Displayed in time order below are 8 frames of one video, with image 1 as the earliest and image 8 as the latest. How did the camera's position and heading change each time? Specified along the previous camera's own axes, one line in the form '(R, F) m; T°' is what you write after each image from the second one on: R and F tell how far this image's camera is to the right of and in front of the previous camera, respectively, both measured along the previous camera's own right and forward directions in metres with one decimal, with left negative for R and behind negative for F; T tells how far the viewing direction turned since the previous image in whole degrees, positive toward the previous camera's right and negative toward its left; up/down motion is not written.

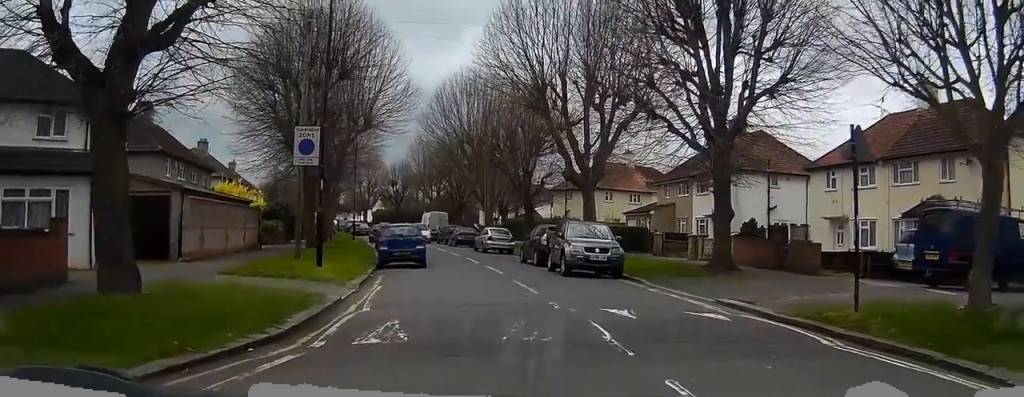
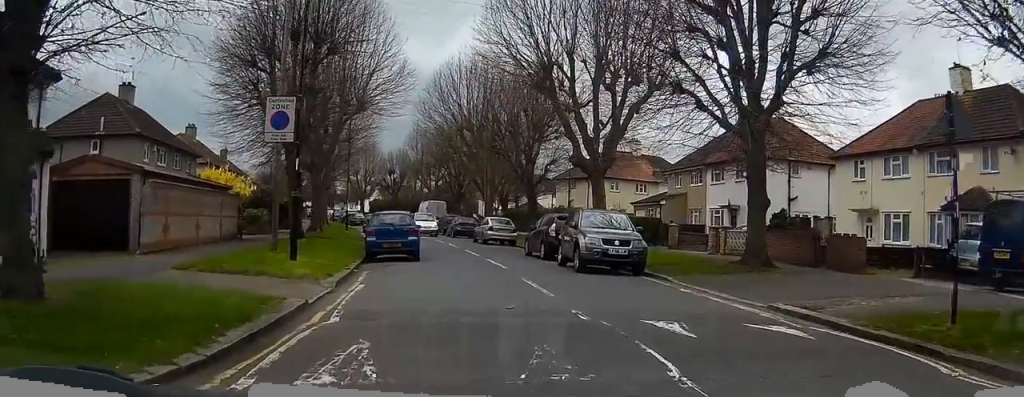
(+0.2, +2.6) m; +4°
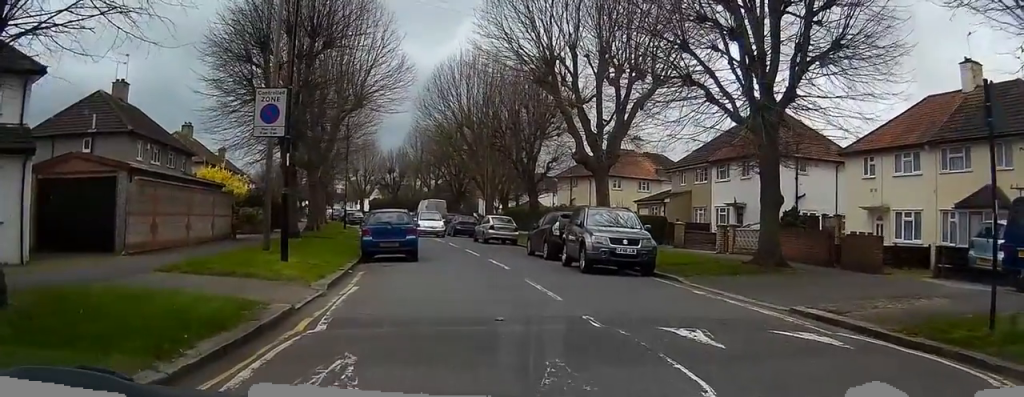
(0.0, +0.8) m; 0°
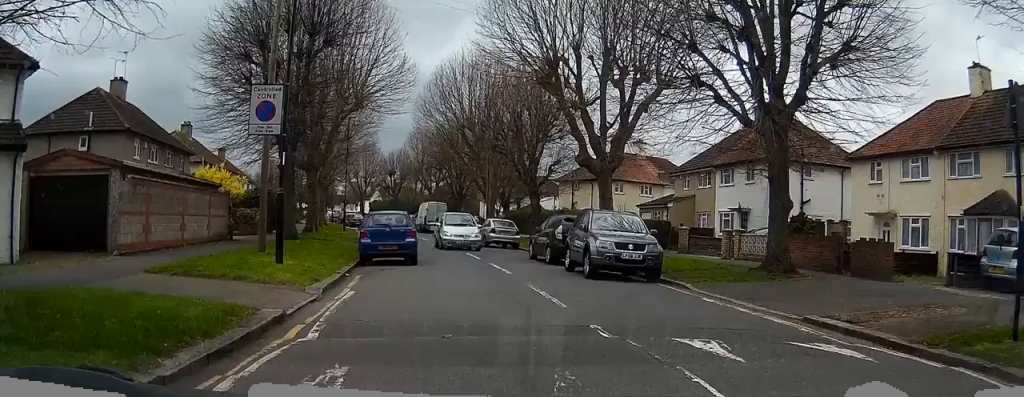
(-0.3, +0.3) m; 0°
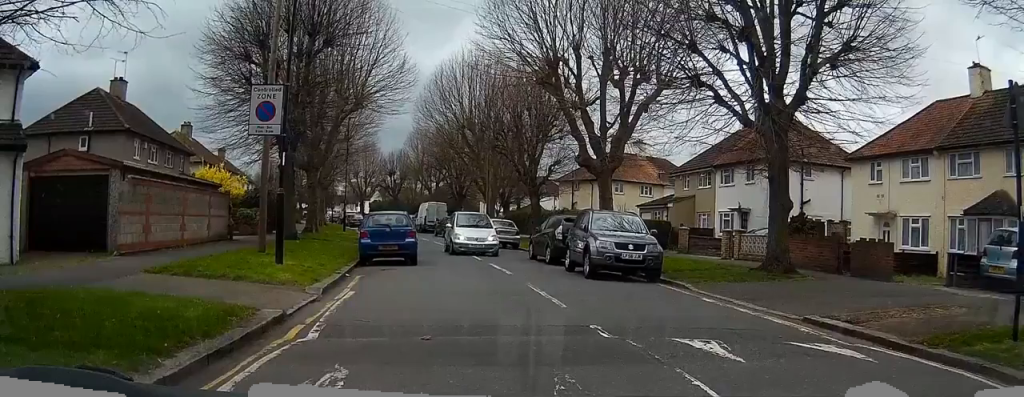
(0.0, -0.1) m; 0°
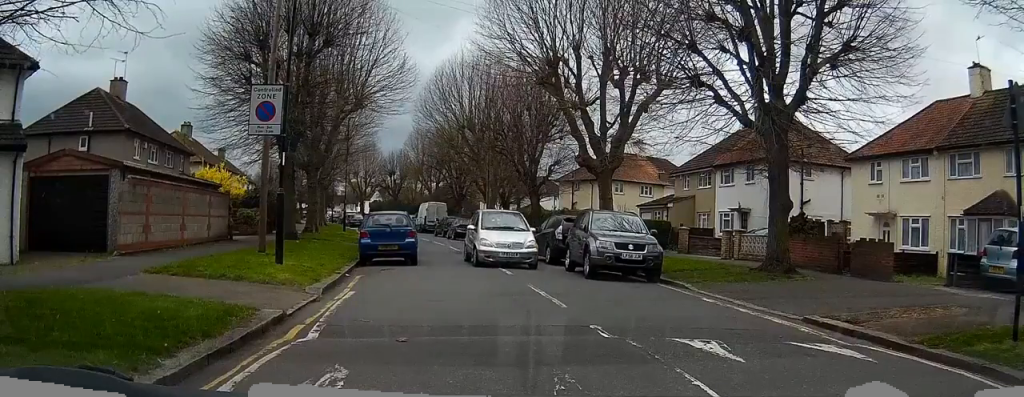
(0.0, 0.0) m; 0°
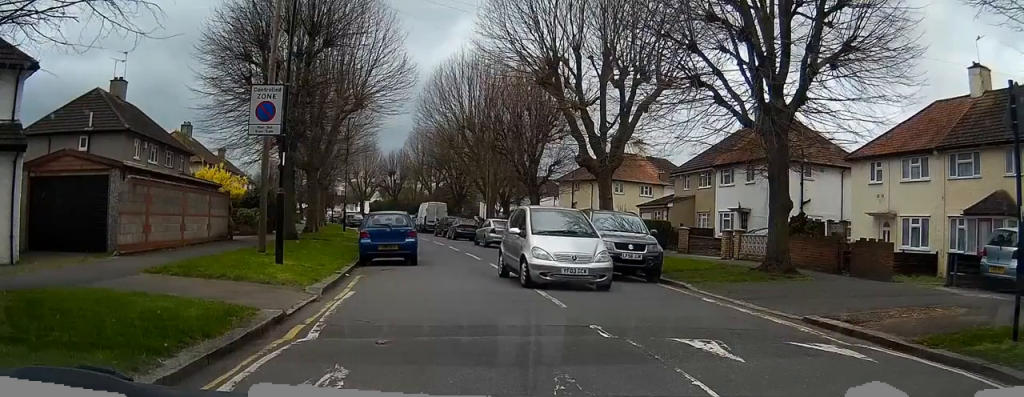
(0.0, 0.0) m; 0°
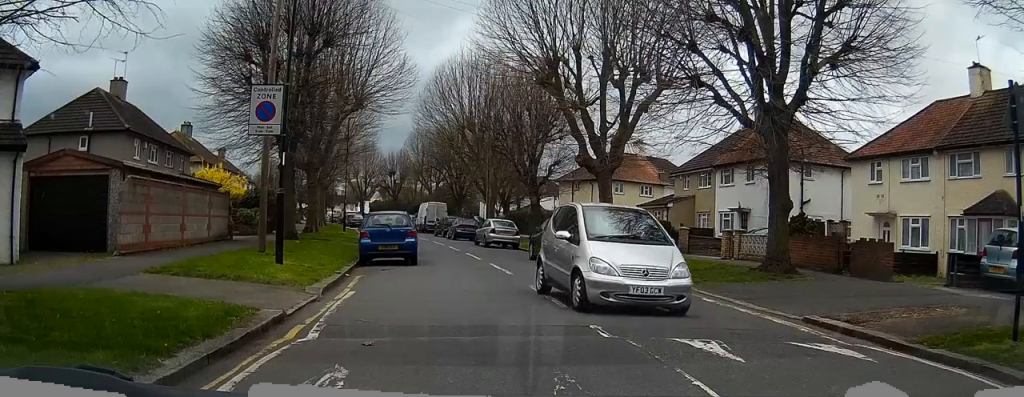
(0.0, 0.0) m; 0°
